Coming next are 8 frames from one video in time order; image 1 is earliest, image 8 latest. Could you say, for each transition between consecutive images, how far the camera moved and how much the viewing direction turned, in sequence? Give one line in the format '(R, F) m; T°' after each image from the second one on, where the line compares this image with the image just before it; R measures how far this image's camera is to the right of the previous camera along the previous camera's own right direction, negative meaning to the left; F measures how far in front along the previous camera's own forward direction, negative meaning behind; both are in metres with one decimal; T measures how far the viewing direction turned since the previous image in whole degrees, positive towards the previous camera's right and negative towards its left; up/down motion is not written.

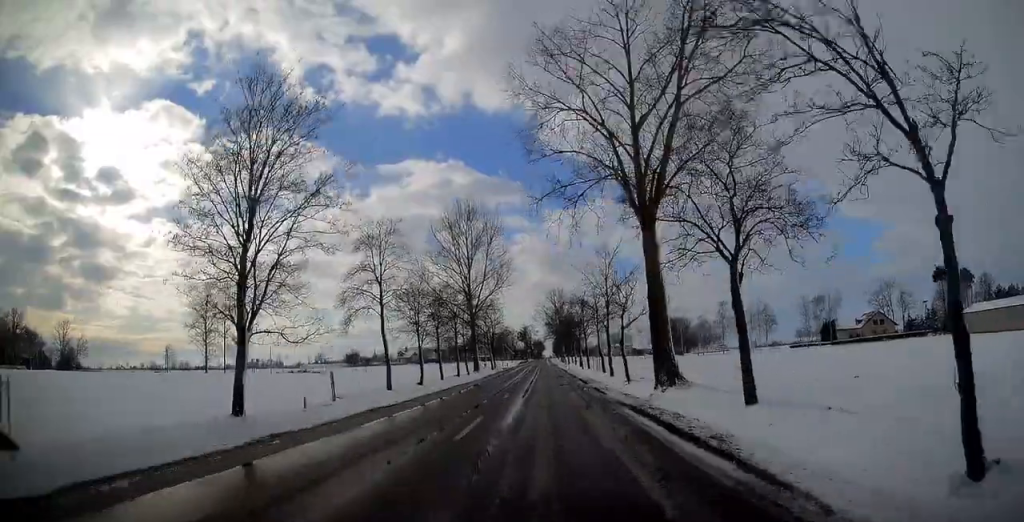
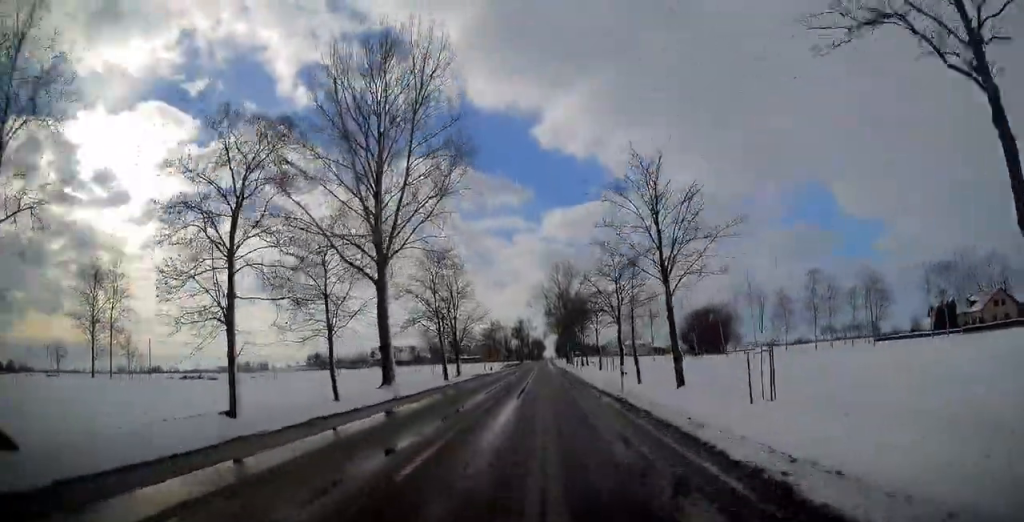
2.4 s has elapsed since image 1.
(-0.4, +51.7) m; -1°
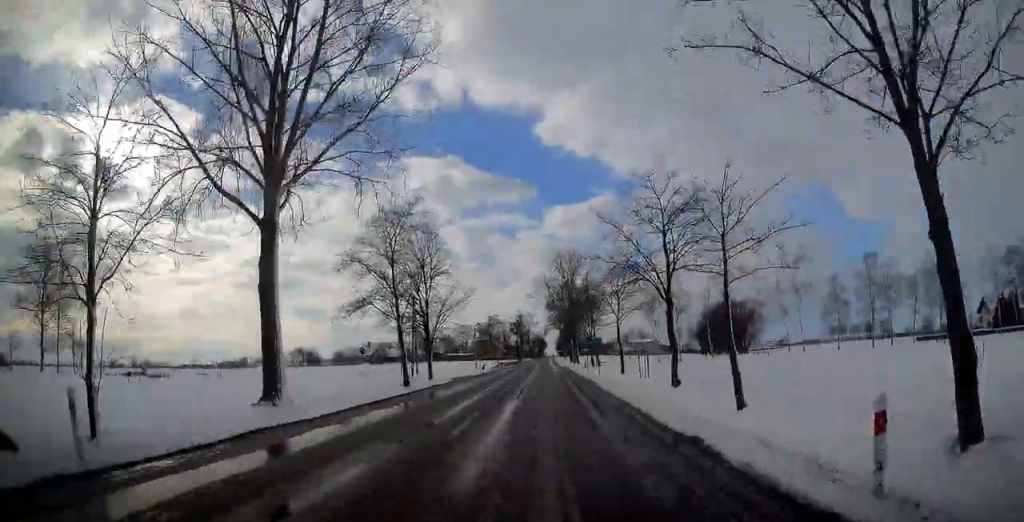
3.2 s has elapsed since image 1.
(0.0, +17.5) m; 0°
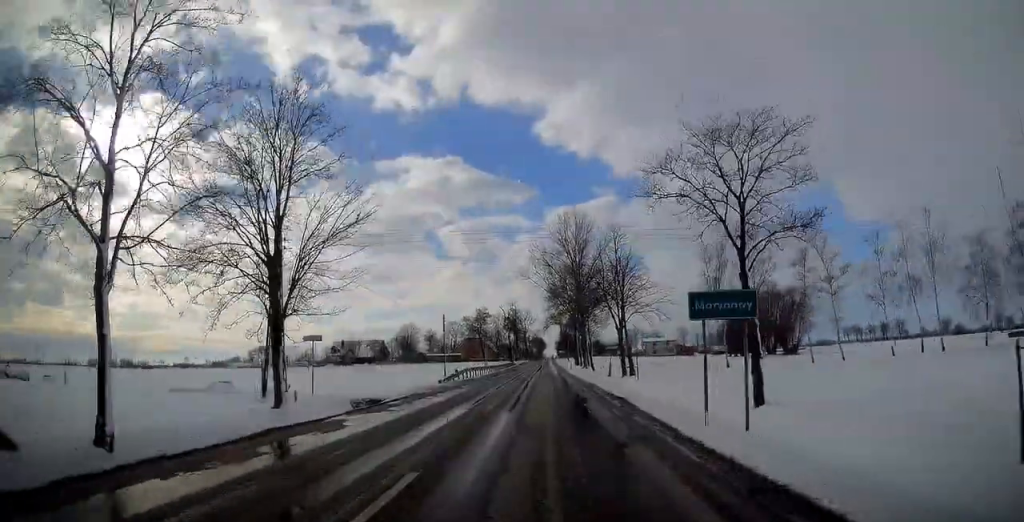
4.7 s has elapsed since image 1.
(0.0, +30.5) m; 0°
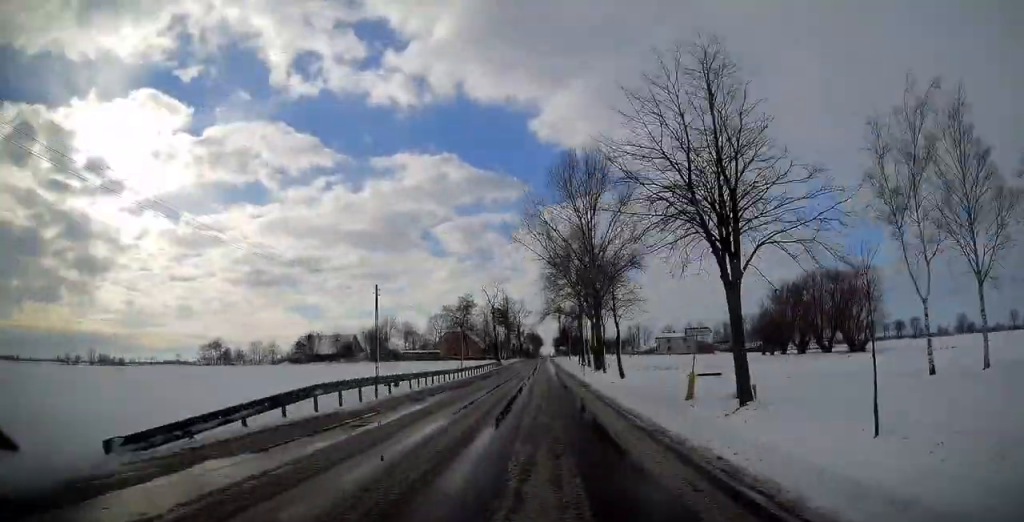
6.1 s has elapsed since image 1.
(0.0, +28.3) m; 0°
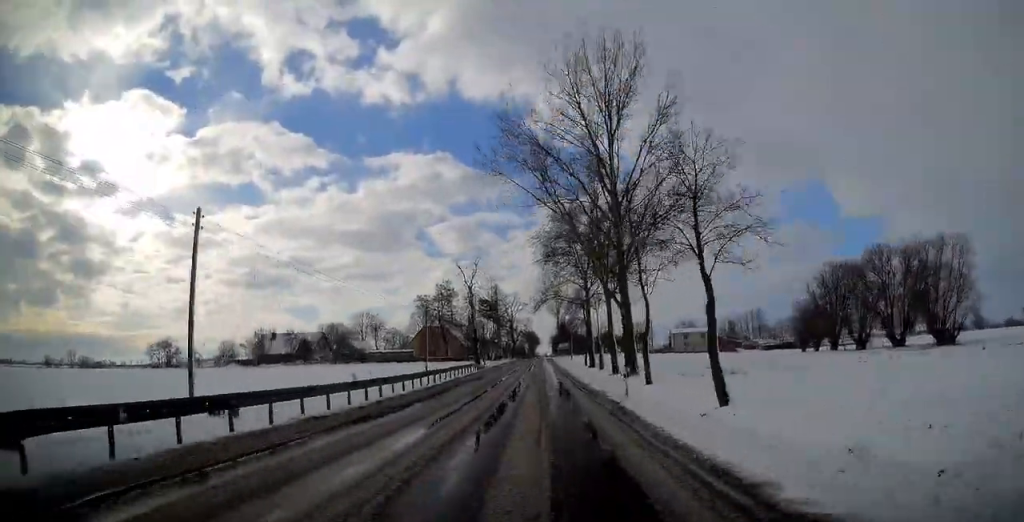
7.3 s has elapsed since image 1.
(0.0, +23.9) m; 0°
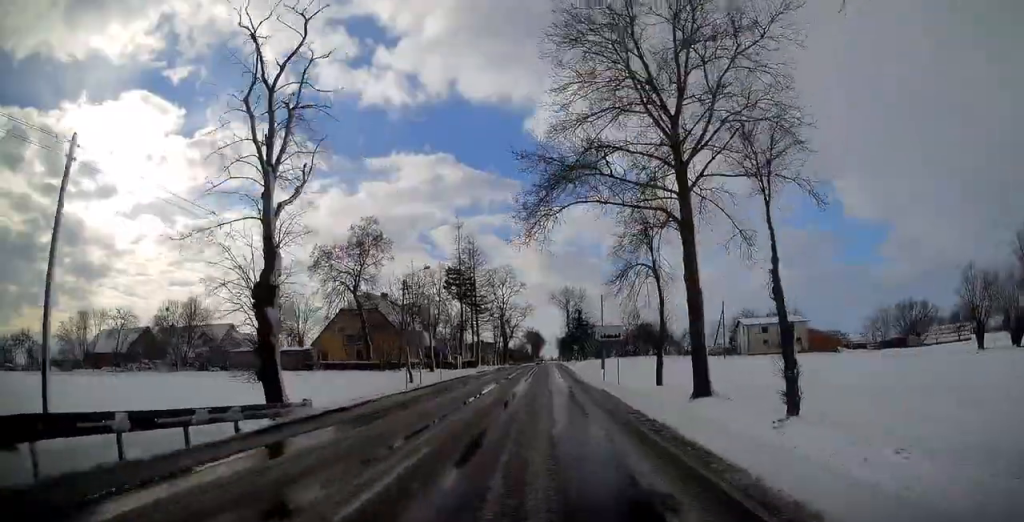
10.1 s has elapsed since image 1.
(0.0, +51.5) m; 0°
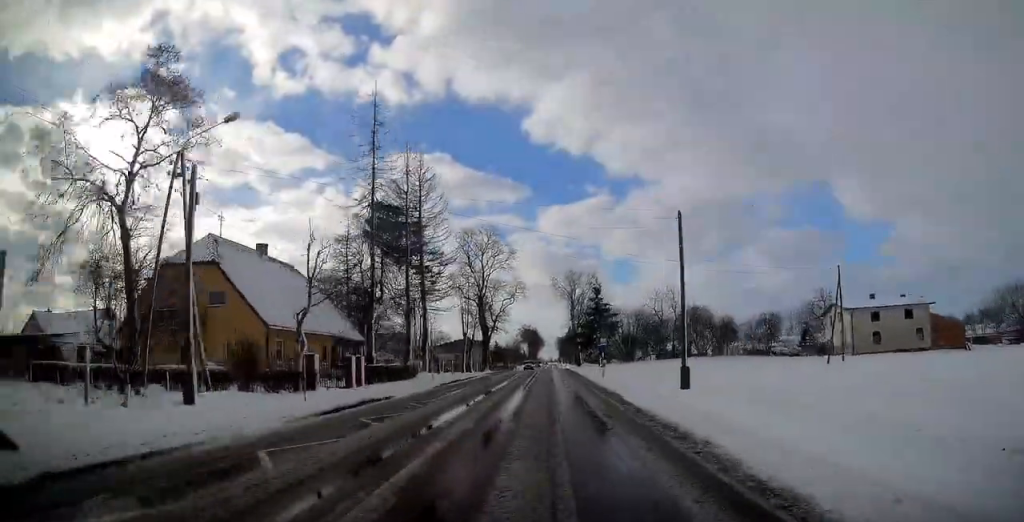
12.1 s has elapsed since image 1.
(+0.3, +35.4) m; 0°
